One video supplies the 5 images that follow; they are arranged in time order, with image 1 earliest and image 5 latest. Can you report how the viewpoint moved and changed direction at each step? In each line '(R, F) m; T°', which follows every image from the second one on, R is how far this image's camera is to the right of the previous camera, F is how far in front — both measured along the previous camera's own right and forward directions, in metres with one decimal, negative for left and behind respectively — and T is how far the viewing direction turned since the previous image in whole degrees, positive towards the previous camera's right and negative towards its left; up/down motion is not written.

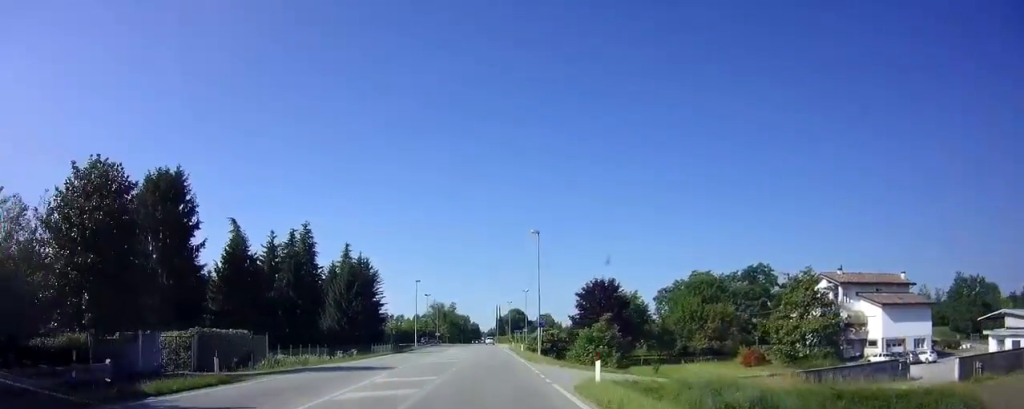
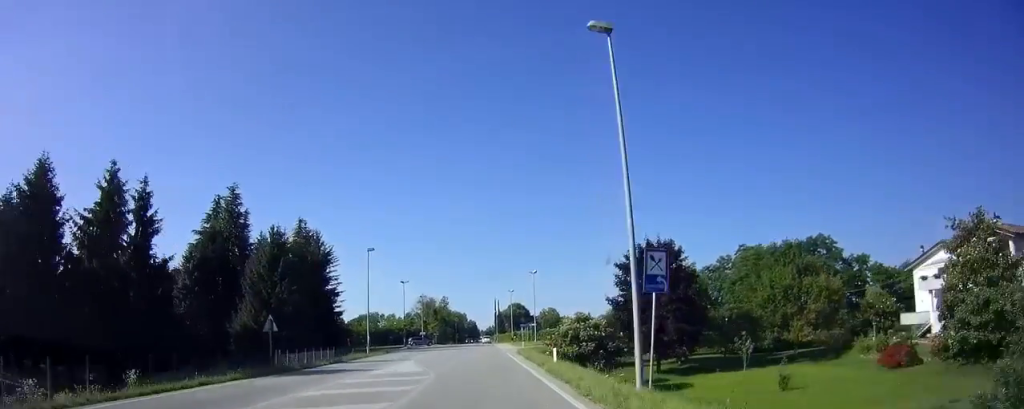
(-0.1, +27.6) m; -1°
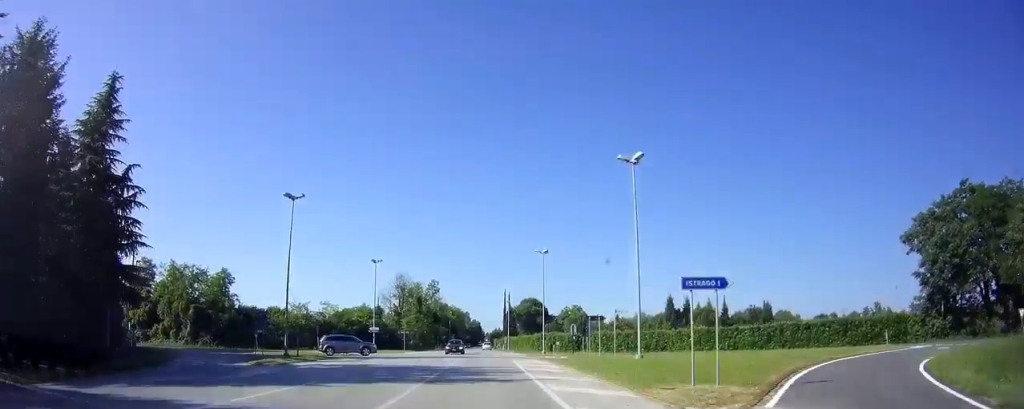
(-0.1, +53.4) m; 0°
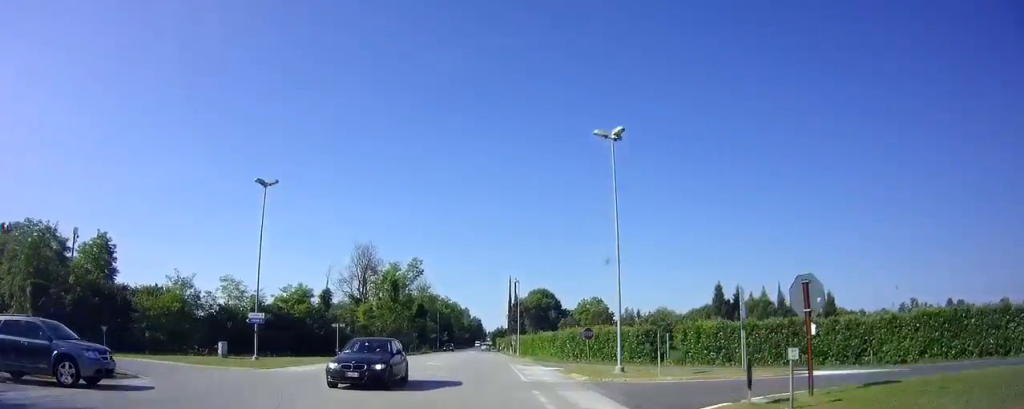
(-0.1, +32.1) m; 0°
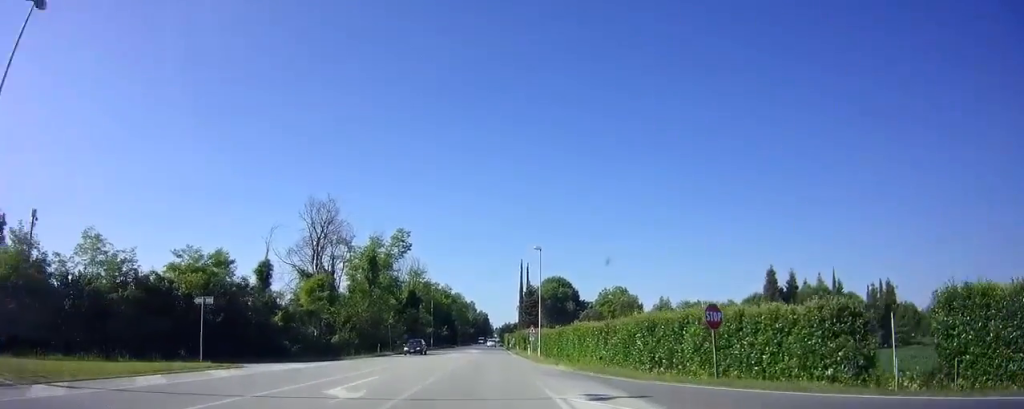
(-0.1, +20.3) m; 0°
